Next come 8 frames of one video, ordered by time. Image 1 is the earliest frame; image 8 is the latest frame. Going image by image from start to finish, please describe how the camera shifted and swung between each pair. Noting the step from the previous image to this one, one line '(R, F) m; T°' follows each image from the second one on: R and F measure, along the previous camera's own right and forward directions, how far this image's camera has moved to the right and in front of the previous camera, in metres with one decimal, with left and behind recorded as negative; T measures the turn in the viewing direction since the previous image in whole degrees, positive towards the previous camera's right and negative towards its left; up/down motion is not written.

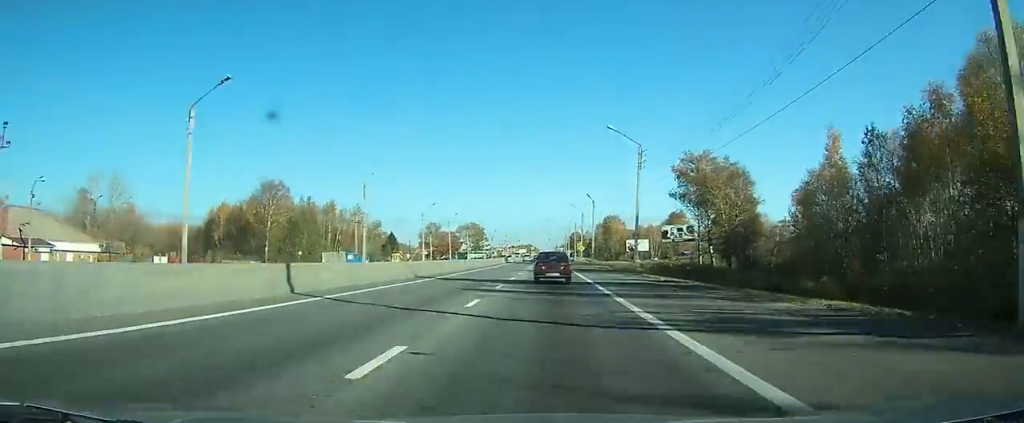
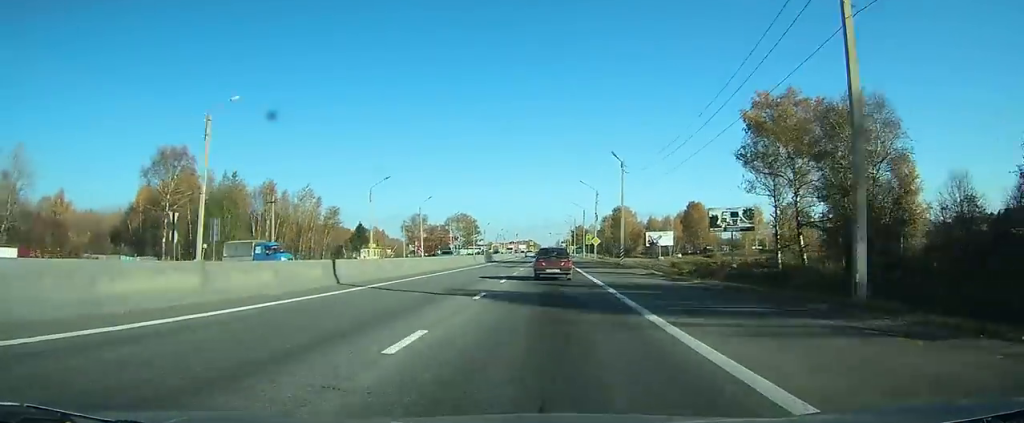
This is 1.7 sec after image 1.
(-0.1, +31.3) m; 0°
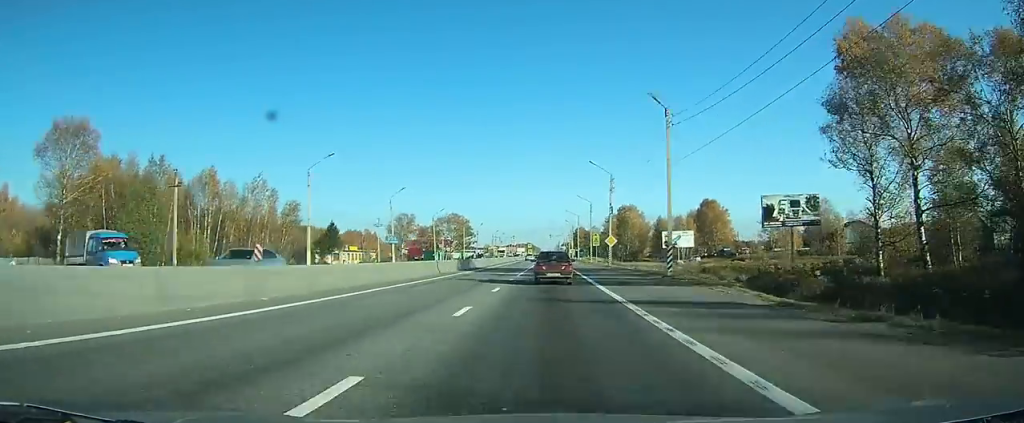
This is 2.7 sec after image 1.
(0.0, +19.1) m; 0°
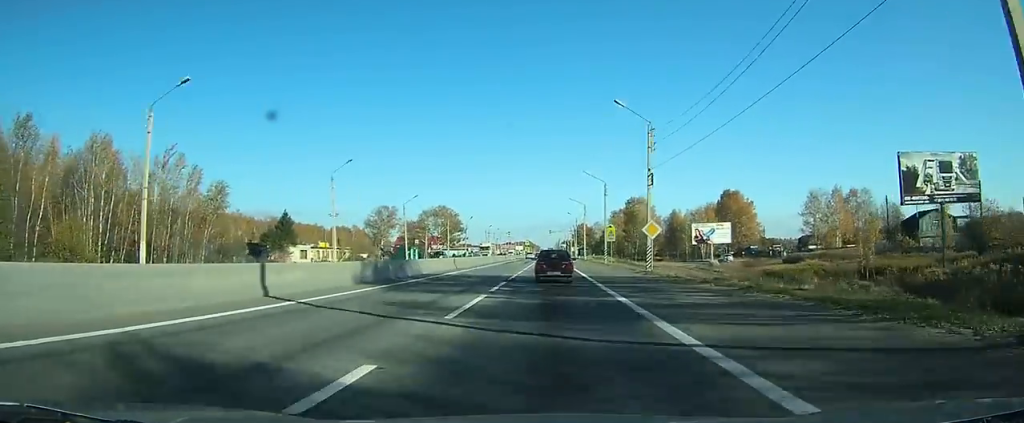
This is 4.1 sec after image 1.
(0.0, +22.6) m; 0°
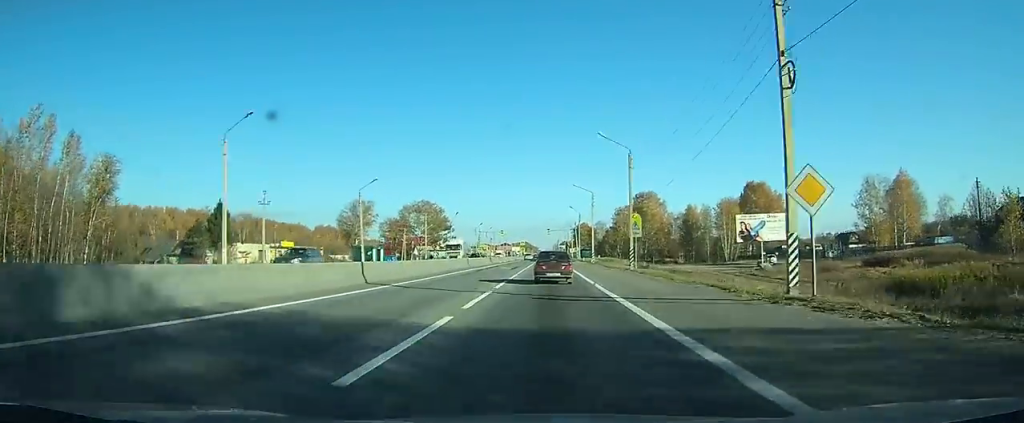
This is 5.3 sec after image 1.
(0.0, +20.9) m; 0°
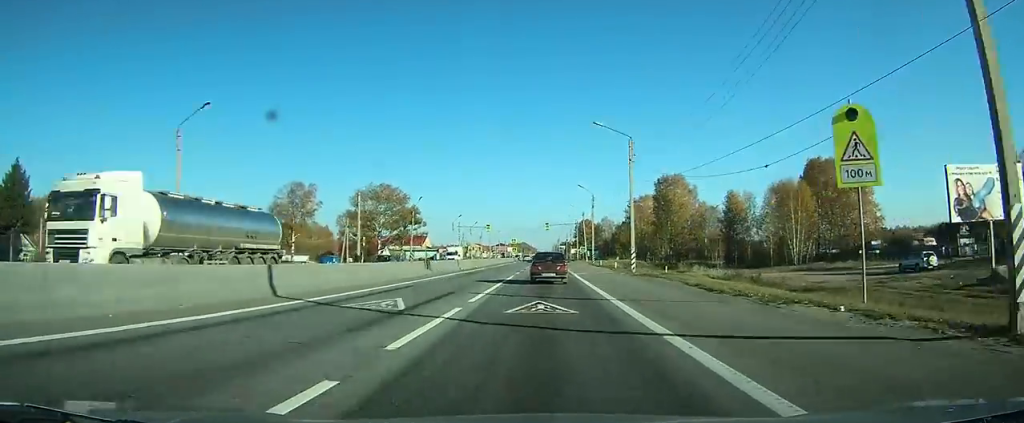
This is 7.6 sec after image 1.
(0.0, +36.9) m; 0°
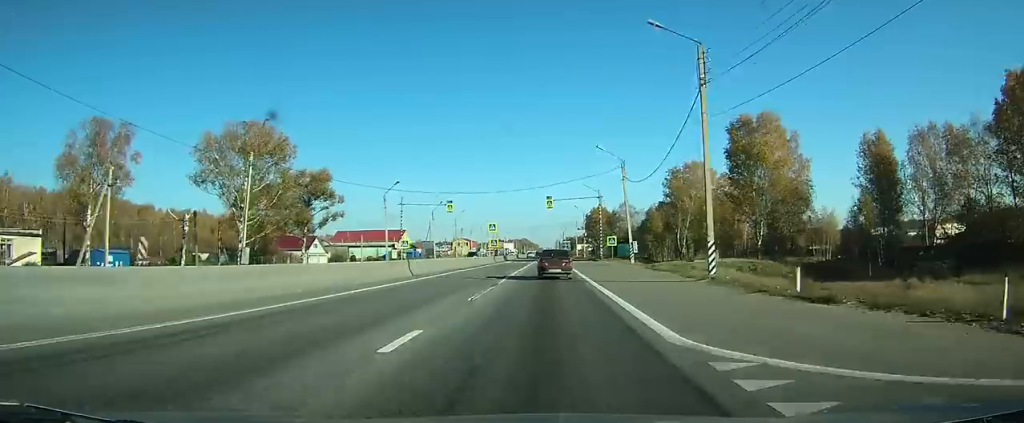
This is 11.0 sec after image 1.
(-0.1, +58.5) m; -1°
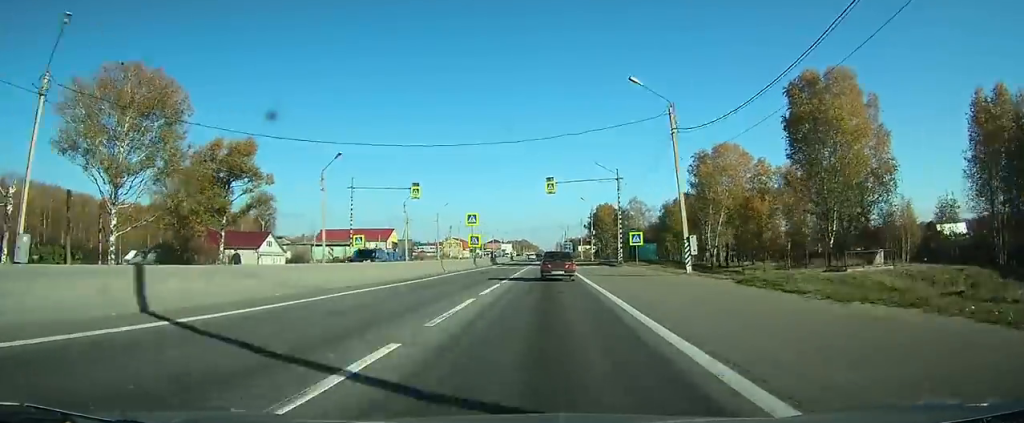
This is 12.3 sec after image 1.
(-0.1, +21.2) m; 0°
